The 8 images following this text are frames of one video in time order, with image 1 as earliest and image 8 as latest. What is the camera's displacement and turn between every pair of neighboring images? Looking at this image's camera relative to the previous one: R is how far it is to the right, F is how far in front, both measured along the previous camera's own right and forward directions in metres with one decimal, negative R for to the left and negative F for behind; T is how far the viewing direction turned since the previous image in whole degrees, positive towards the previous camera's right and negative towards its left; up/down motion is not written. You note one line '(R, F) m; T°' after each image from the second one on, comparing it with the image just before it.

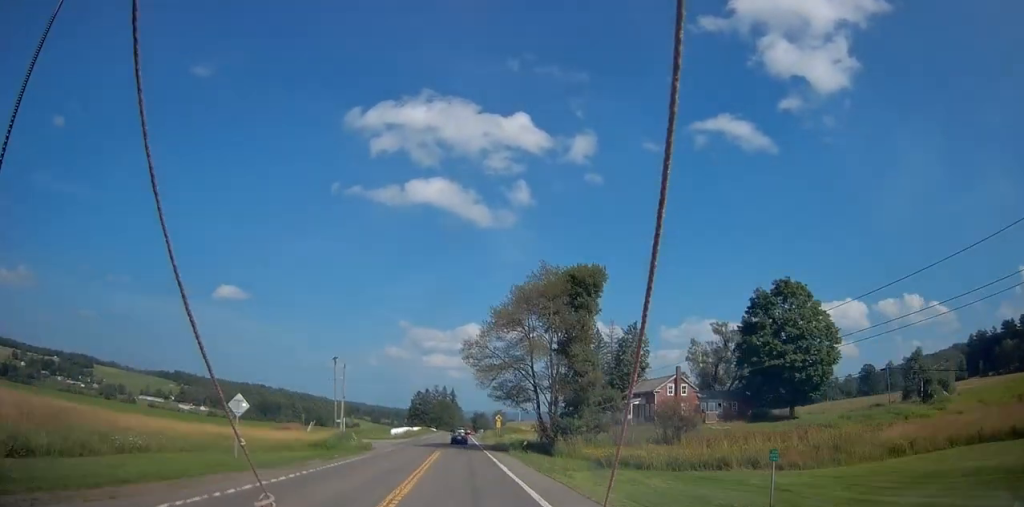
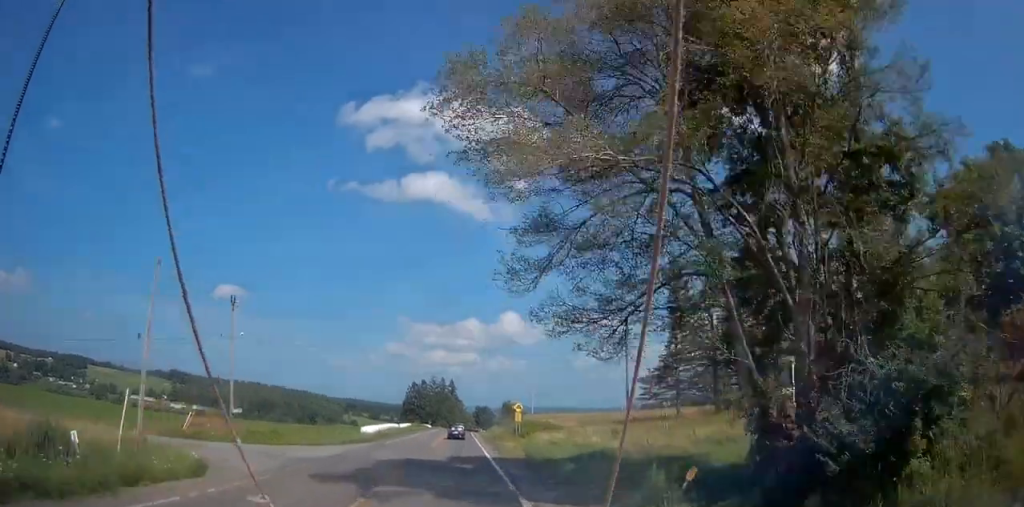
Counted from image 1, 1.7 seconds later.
(0.0, +34.3) m; 0°
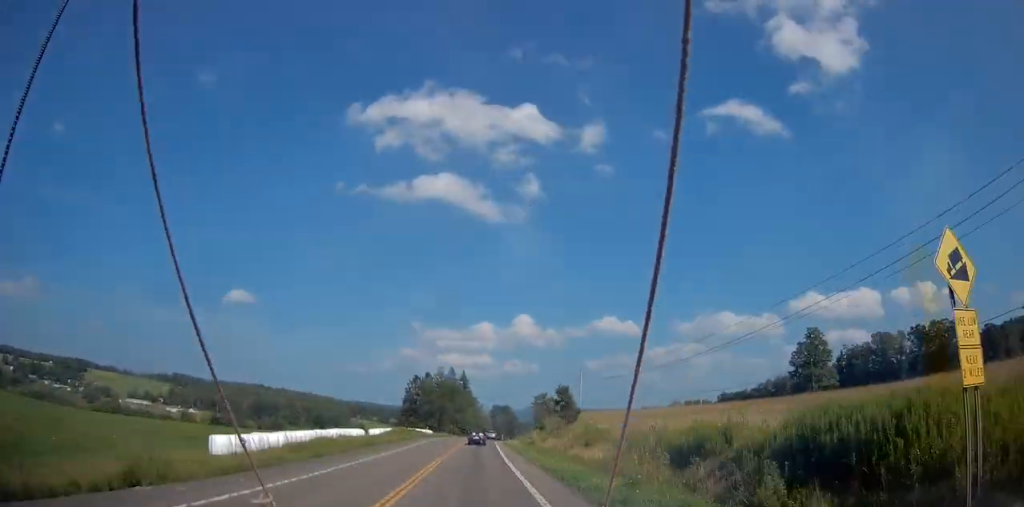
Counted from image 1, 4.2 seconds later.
(-0.2, +52.2) m; 0°
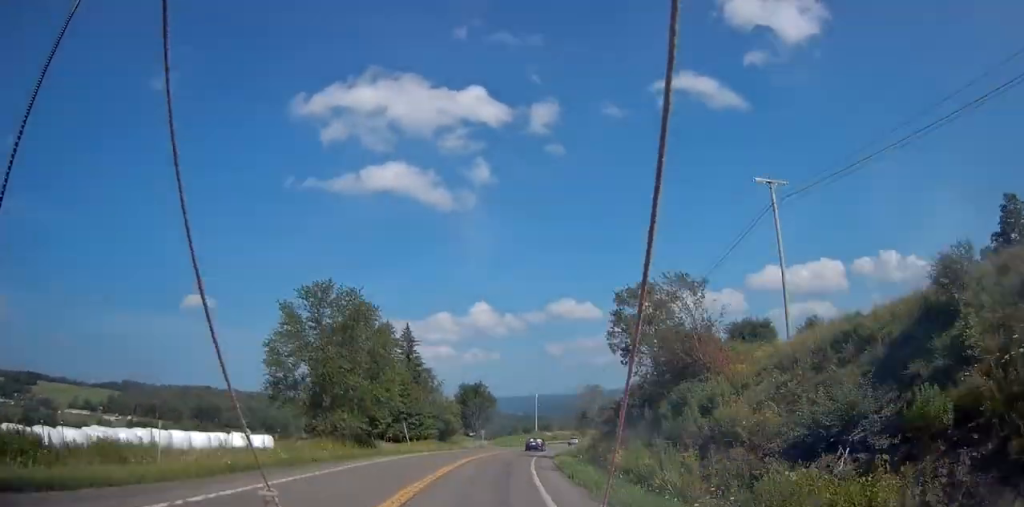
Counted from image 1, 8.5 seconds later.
(+1.7, +85.1) m; +6°
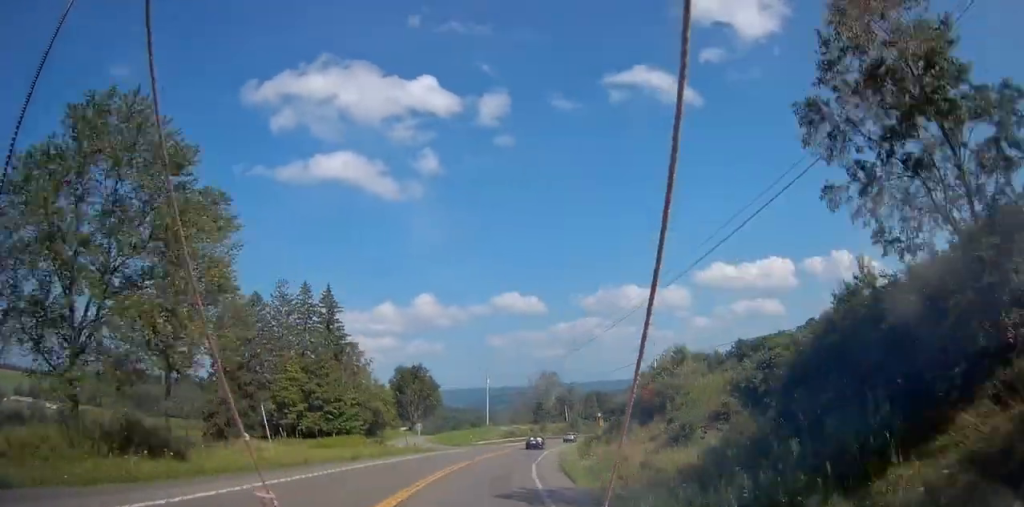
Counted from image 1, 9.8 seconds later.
(+0.6, +26.7) m; +4°
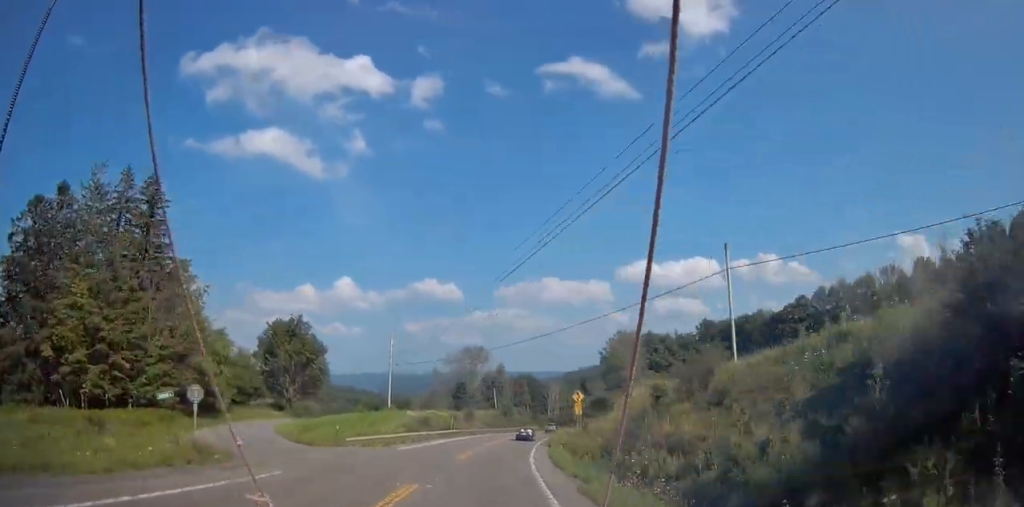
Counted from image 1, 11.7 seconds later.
(+2.5, +39.1) m; +7°
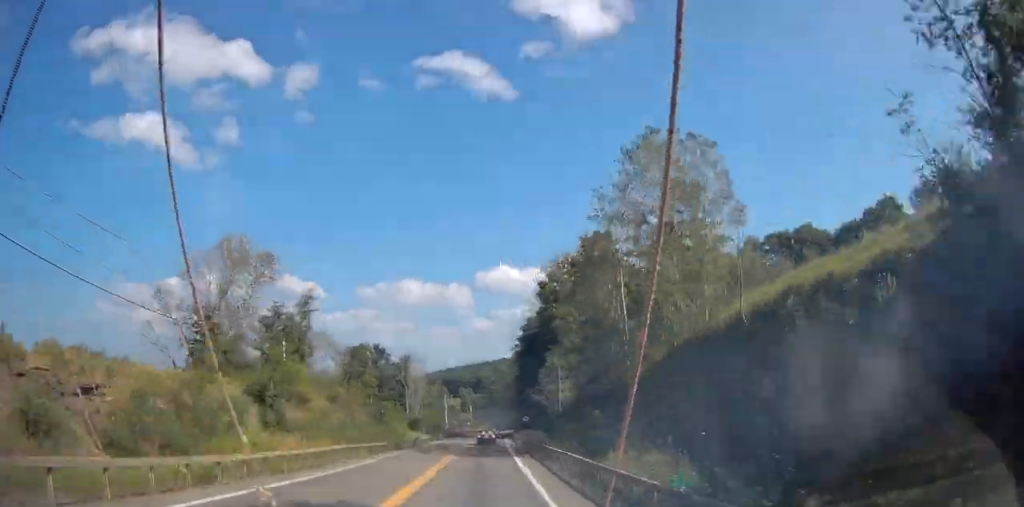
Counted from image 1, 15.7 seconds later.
(+10.2, +82.1) m; +13°
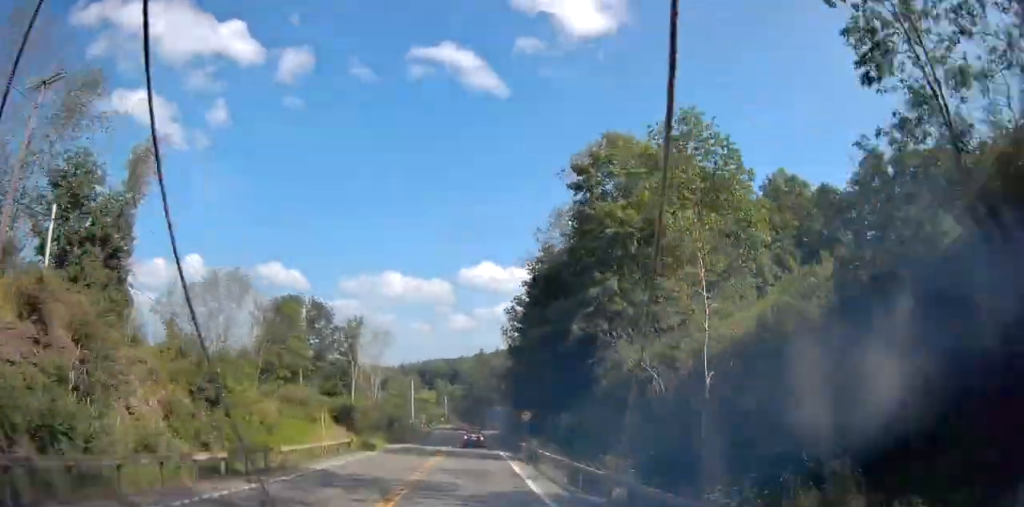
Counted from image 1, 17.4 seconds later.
(+1.5, +34.4) m; +2°
